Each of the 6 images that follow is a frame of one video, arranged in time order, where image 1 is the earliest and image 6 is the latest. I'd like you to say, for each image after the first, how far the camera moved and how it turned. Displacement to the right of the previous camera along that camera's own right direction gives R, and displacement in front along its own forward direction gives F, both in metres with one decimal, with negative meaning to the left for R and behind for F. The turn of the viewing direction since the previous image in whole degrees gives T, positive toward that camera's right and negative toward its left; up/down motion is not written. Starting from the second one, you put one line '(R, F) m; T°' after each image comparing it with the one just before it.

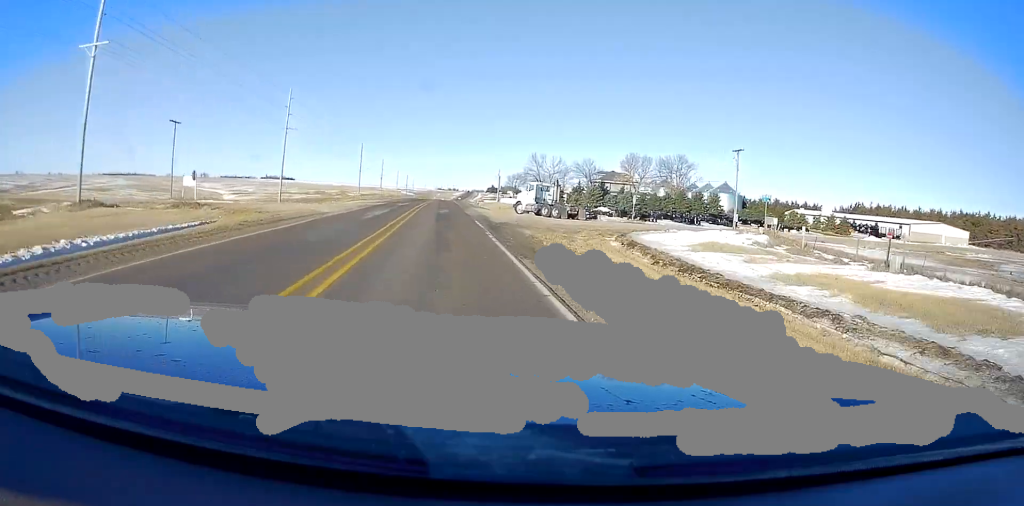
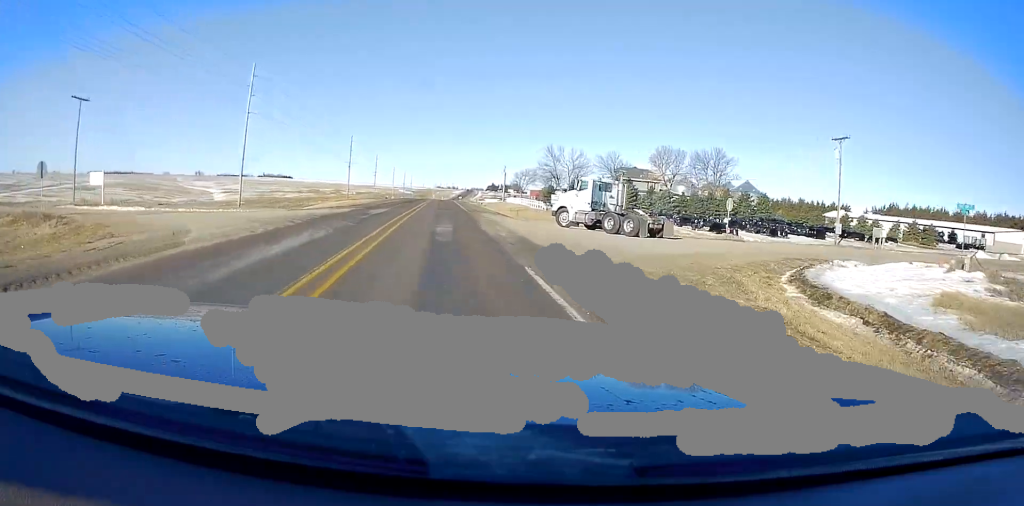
(+0.2, +18.8) m; +1°
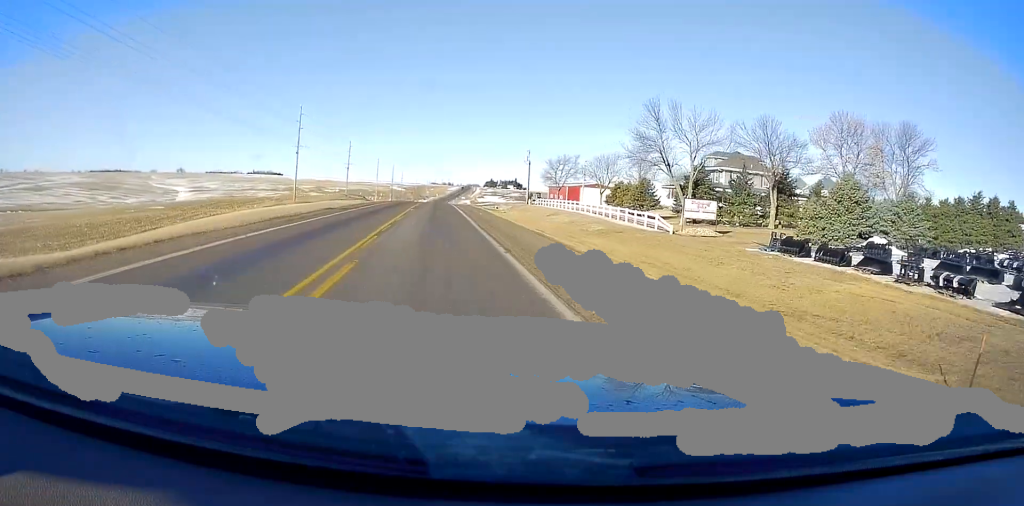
(+0.7, +52.6) m; 0°
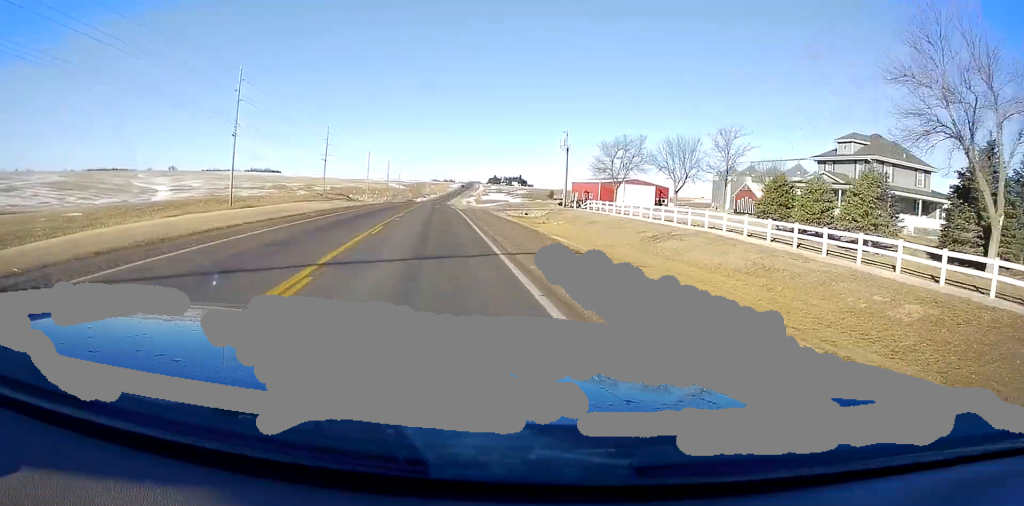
(-0.3, +32.5) m; -1°
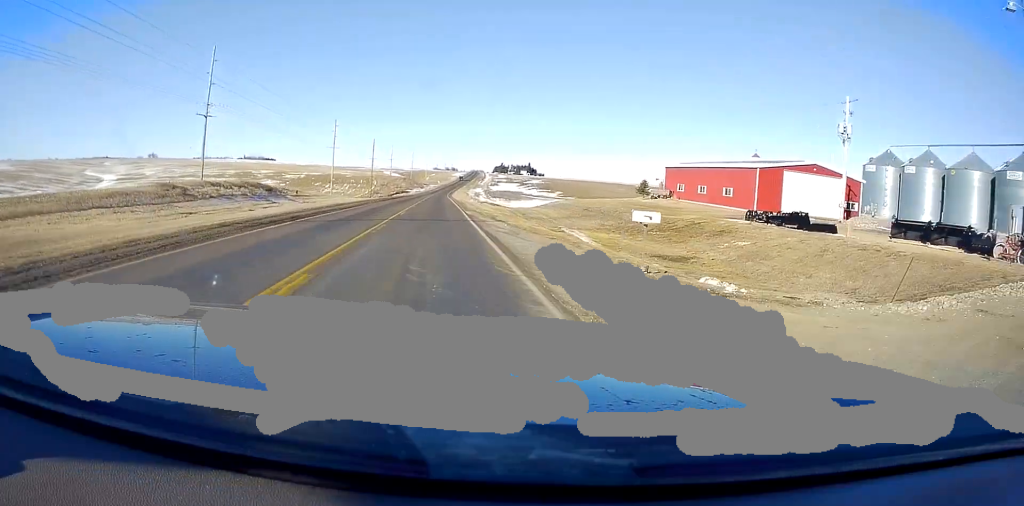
(0.0, +67.1) m; 0°
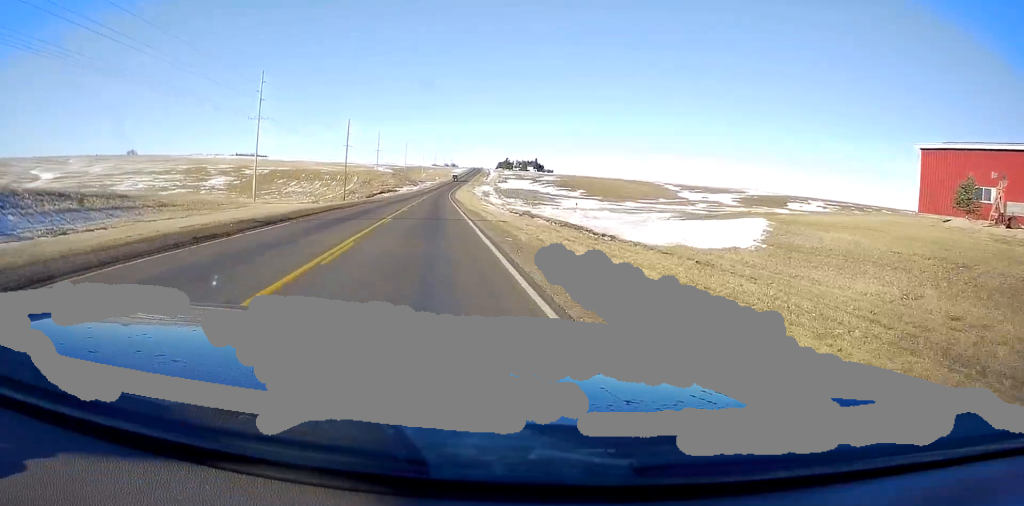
(0.0, +56.2) m; 0°
